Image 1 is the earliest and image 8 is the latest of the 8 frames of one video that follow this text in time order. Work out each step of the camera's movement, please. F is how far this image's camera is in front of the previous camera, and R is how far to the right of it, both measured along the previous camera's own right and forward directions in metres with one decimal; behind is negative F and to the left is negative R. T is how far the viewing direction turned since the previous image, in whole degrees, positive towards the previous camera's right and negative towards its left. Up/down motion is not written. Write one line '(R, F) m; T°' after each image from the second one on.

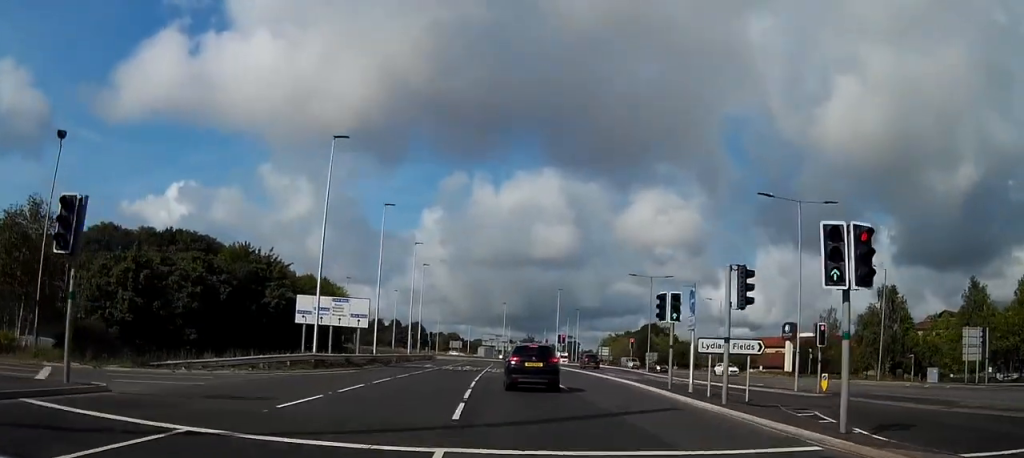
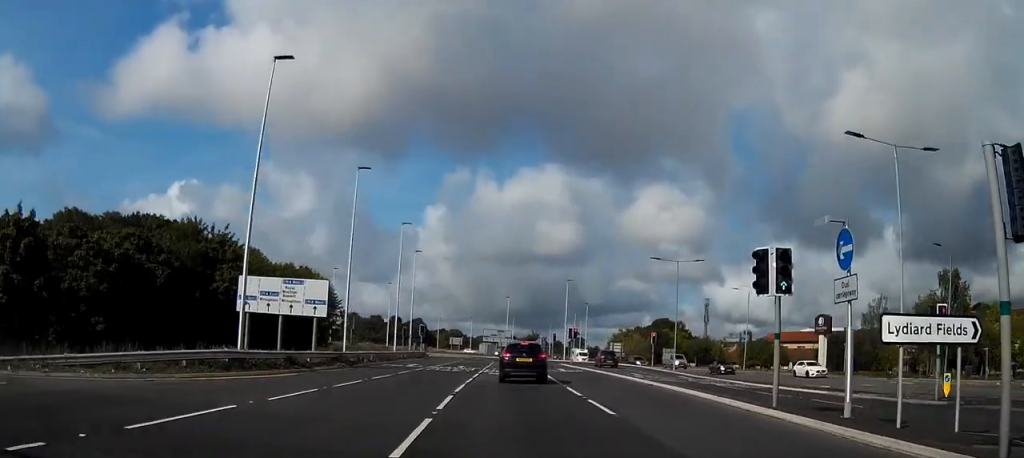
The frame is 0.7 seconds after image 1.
(-0.1, +11.0) m; -1°
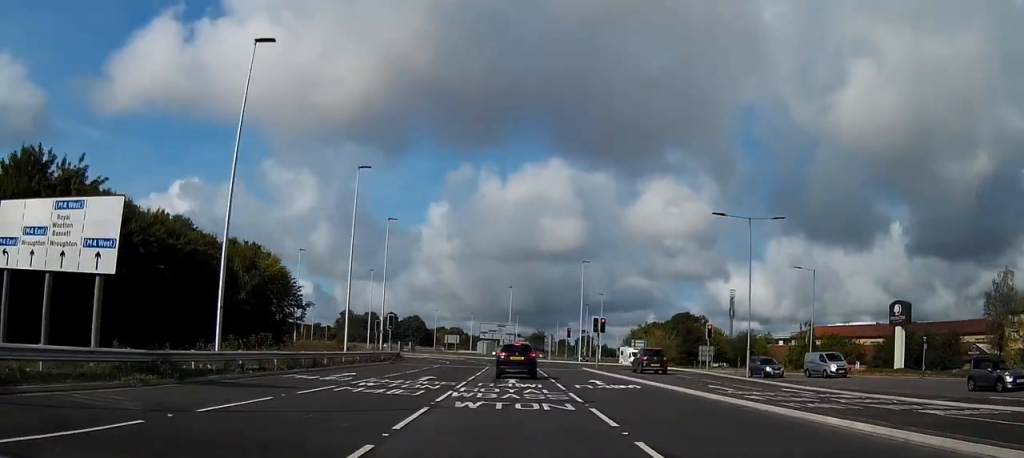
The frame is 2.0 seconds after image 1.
(0.0, +19.9) m; -1°
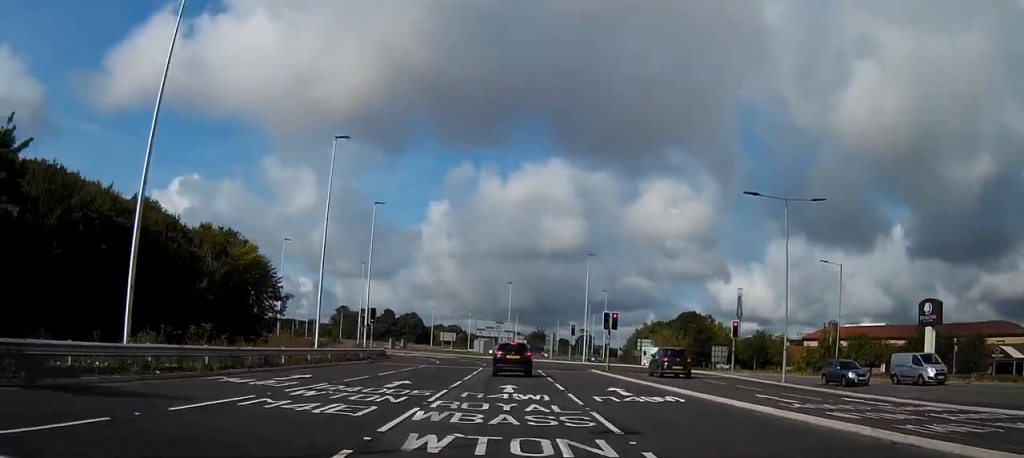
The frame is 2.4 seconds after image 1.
(+0.1, +6.5) m; -1°
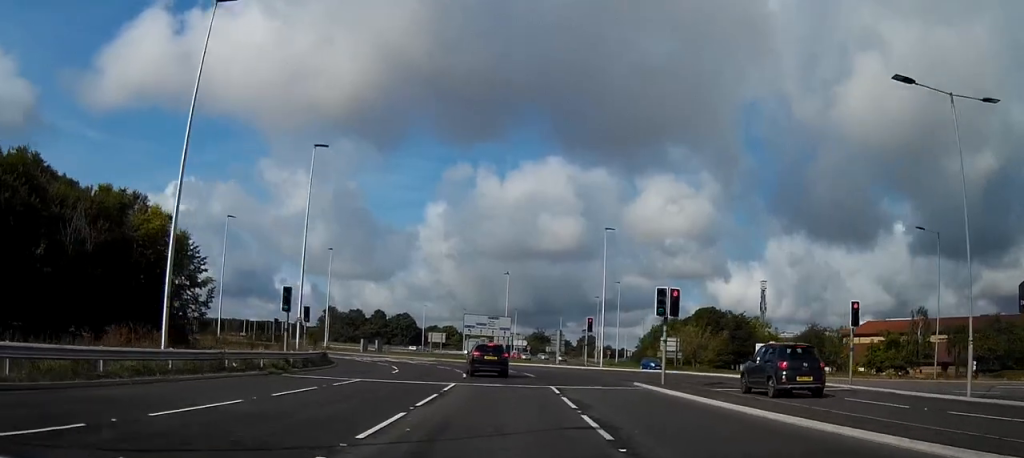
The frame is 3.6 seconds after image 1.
(-0.7, +17.5) m; -3°
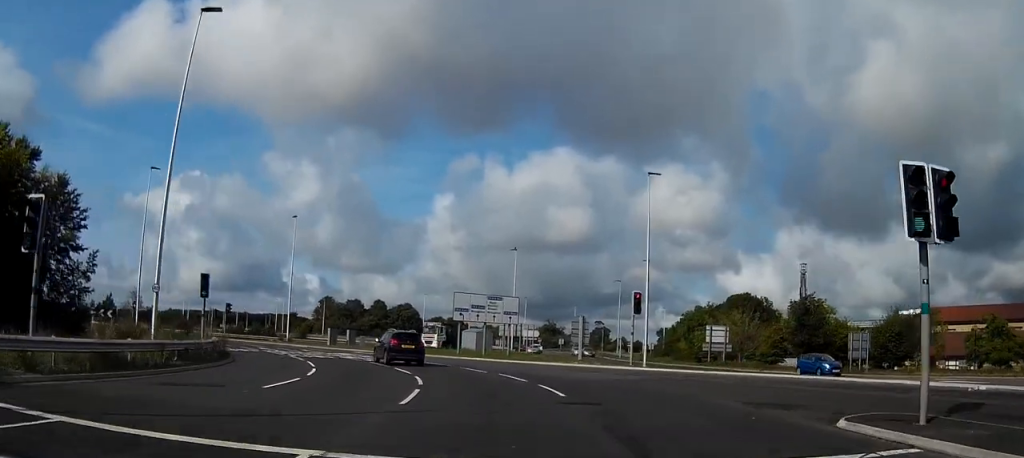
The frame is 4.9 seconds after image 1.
(-0.1, +17.4) m; 0°
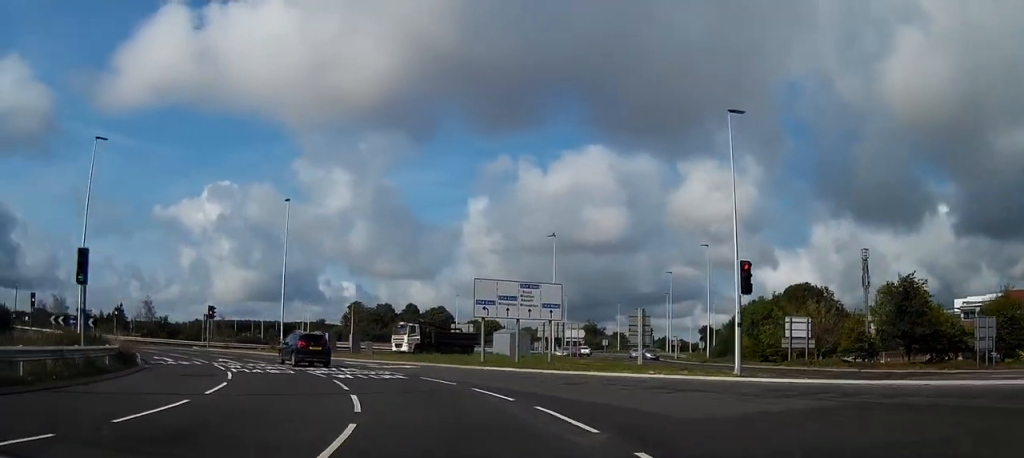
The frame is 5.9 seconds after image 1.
(0.0, +11.9) m; 0°
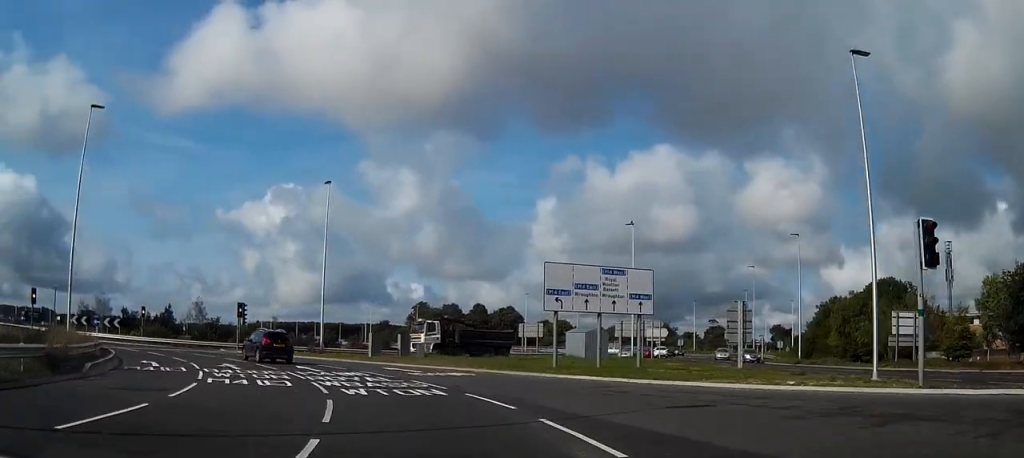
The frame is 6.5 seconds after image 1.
(0.0, +7.1) m; 0°
